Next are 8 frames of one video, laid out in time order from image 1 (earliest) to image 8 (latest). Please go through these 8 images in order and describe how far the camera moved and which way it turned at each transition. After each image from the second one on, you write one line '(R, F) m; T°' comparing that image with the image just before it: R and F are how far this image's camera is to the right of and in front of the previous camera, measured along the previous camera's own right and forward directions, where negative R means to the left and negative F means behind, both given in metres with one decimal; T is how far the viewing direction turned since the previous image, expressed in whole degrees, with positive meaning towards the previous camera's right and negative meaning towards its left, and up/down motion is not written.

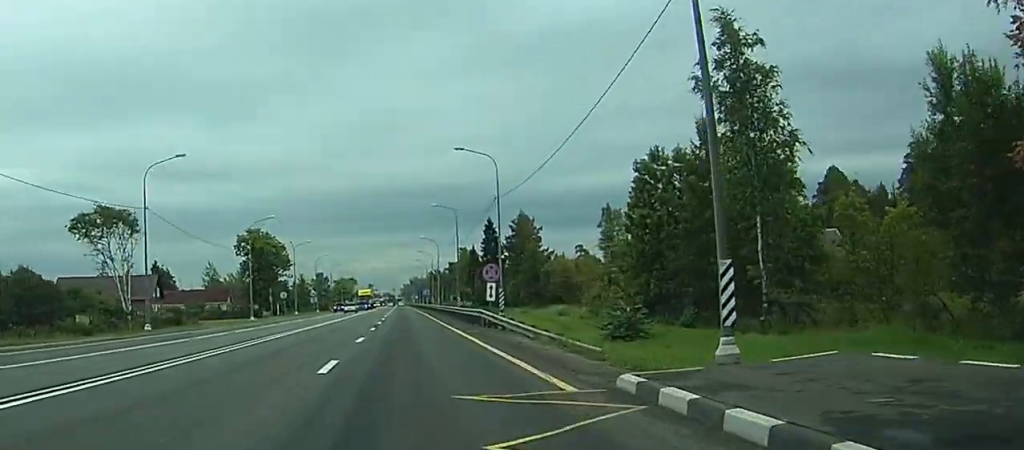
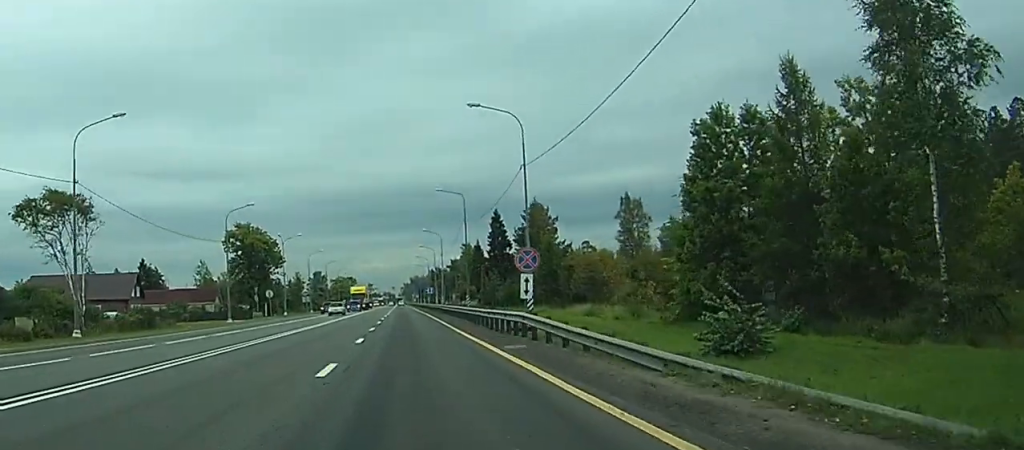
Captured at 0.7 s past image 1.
(0.0, +12.7) m; 0°
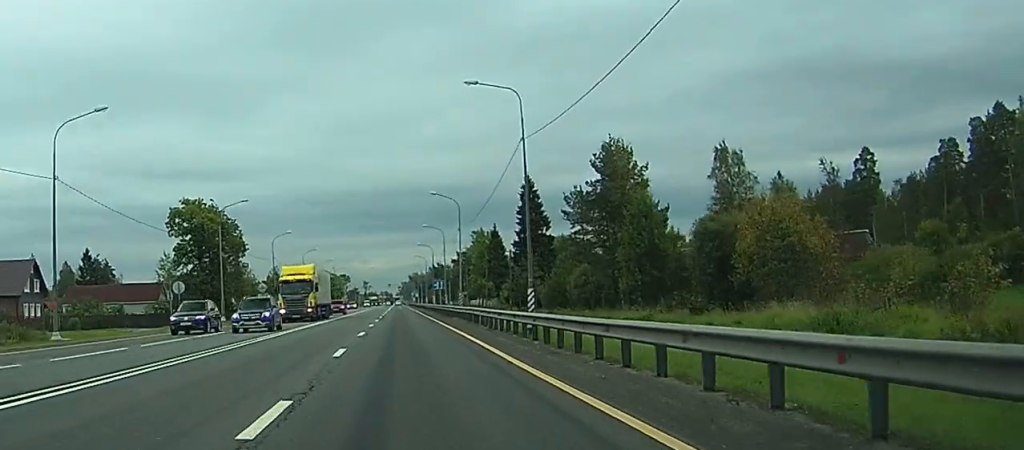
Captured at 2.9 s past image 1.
(+0.2, +42.6) m; 0°
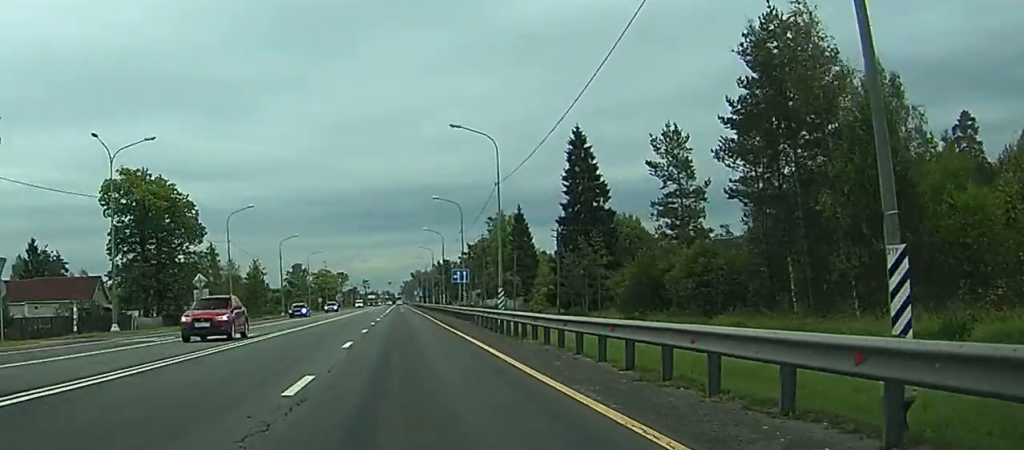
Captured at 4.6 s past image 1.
(+0.1, +32.3) m; 0°
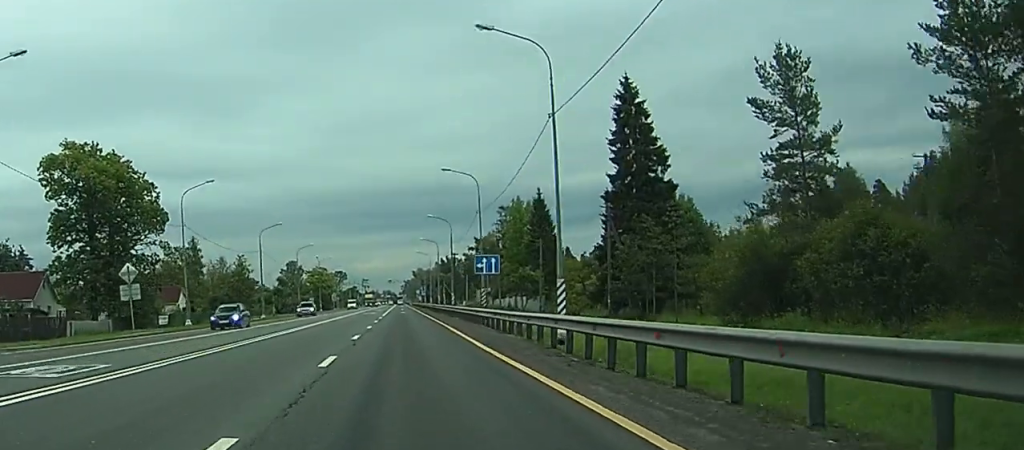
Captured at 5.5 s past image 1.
(-0.2, +18.8) m; -1°
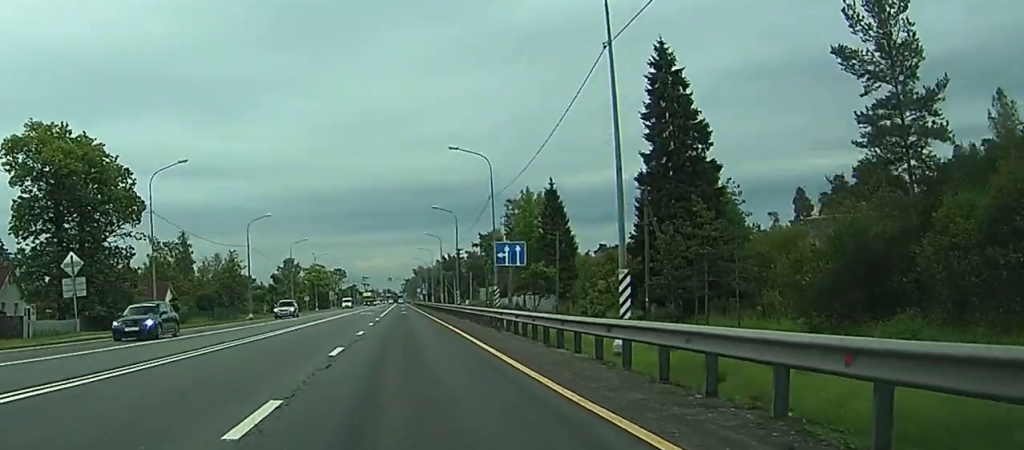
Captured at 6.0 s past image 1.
(0.0, +9.1) m; 0°
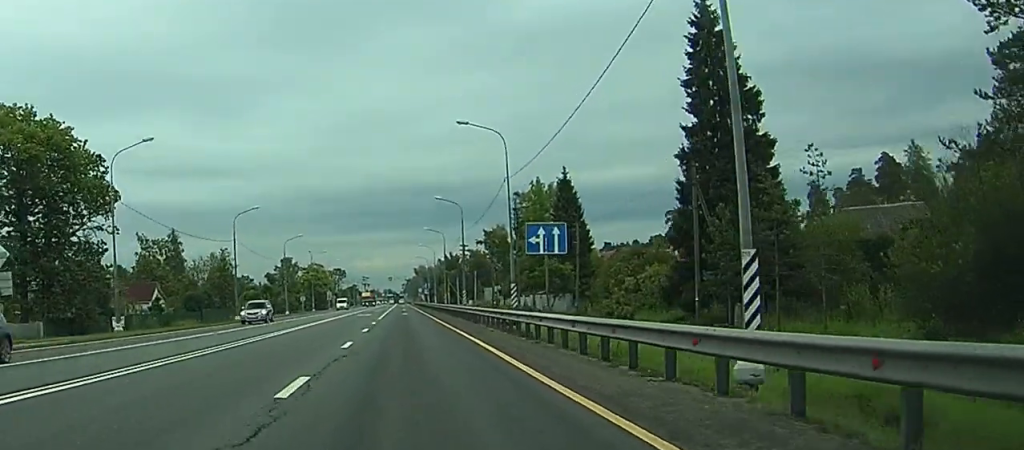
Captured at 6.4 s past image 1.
(0.0, +8.5) m; 0°
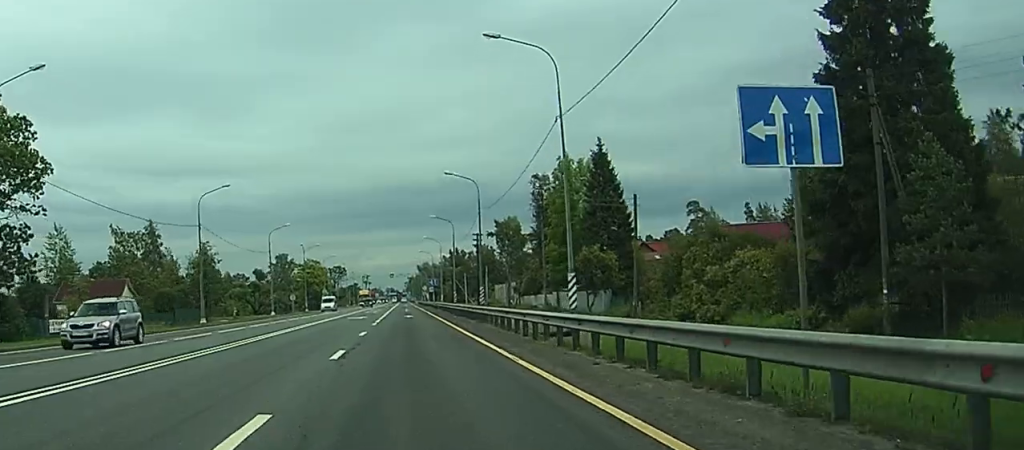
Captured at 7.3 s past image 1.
(0.0, +16.9) m; 0°
